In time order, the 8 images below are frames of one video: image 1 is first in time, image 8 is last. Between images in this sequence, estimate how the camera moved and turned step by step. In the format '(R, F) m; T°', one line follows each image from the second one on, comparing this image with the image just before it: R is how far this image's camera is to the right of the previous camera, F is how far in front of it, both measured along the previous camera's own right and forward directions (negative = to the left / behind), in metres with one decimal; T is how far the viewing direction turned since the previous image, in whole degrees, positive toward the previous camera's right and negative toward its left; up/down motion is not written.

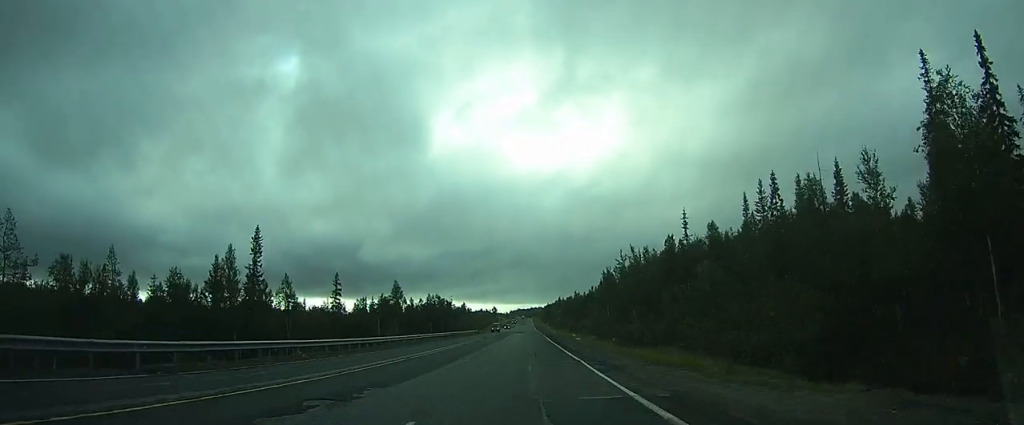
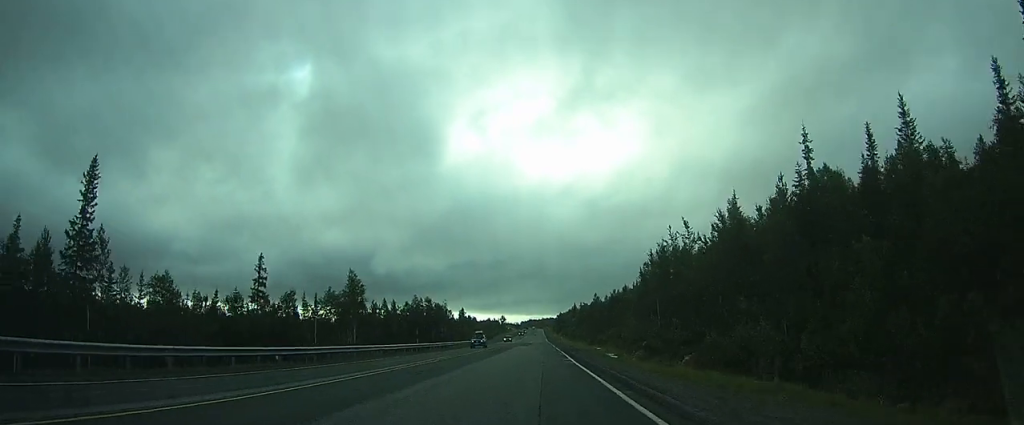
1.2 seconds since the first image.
(+0.6, +23.4) m; +3°
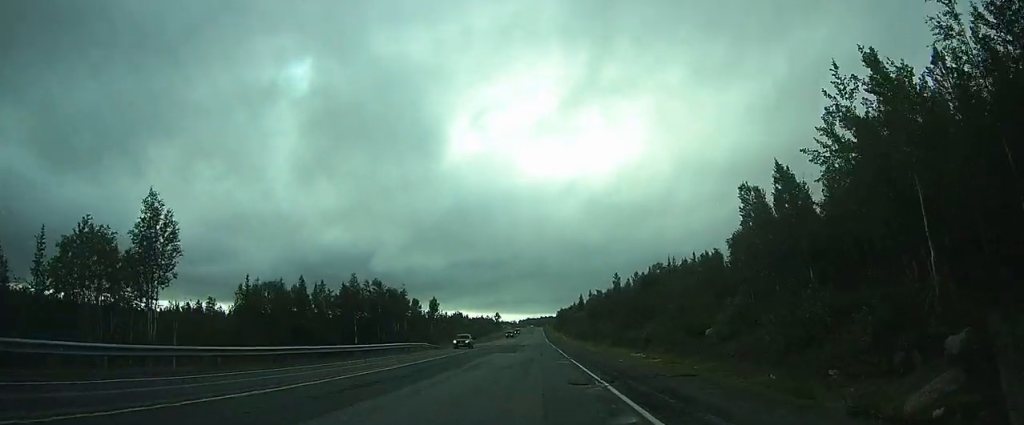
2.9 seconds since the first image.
(+1.3, +34.8) m; +3°
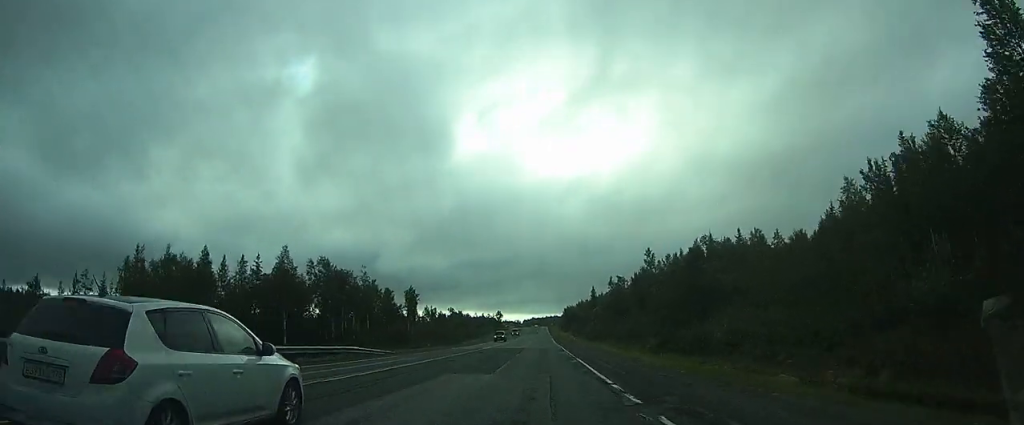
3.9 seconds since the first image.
(+0.1, +22.7) m; +1°
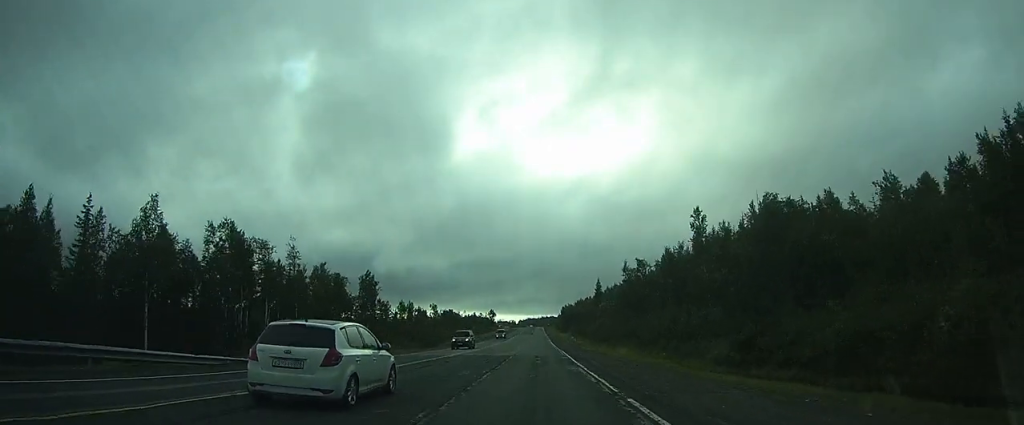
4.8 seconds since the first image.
(+0.2, +20.2) m; +1°
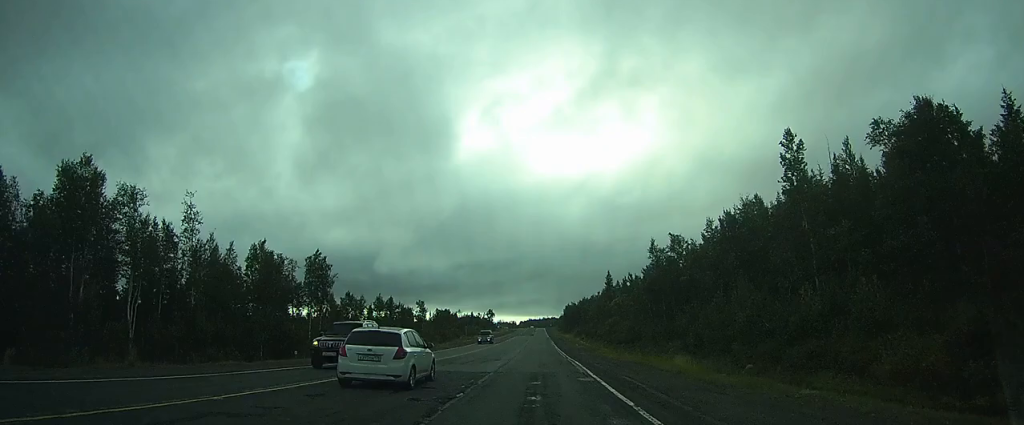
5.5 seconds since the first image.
(0.0, +16.7) m; 0°
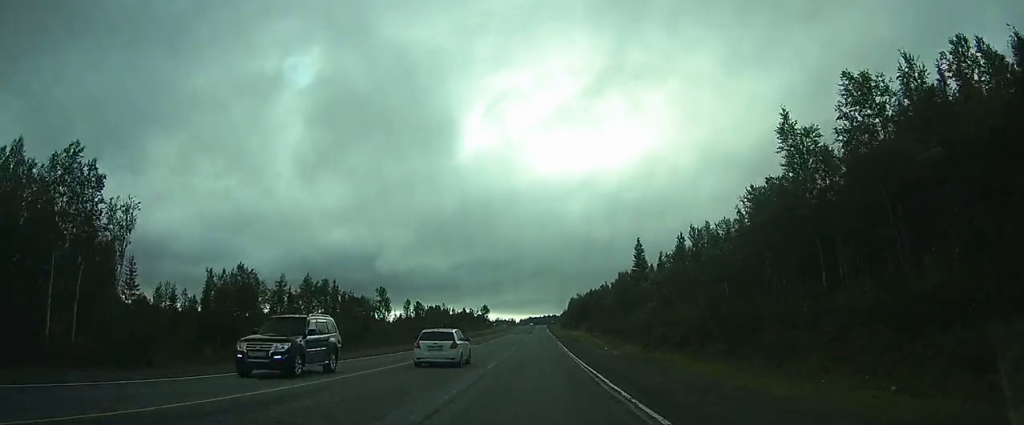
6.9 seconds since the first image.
(+0.1, +30.4) m; 0°
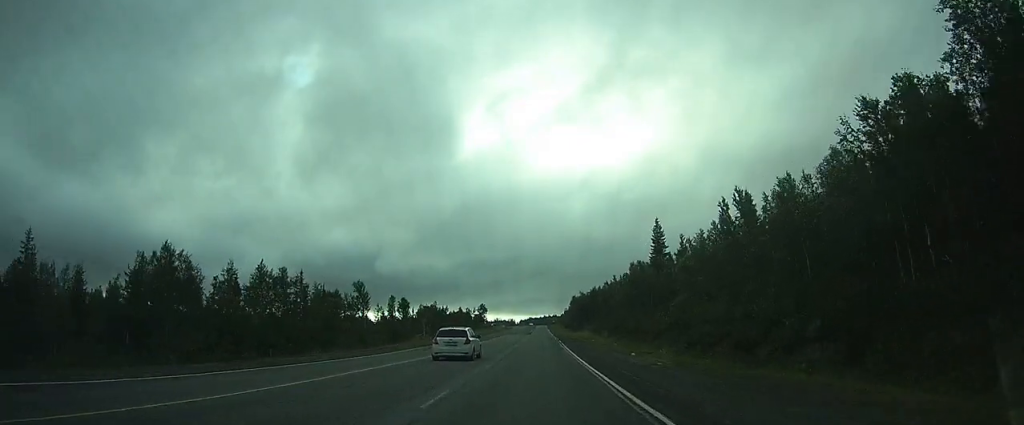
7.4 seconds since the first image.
(0.0, +11.4) m; 0°
